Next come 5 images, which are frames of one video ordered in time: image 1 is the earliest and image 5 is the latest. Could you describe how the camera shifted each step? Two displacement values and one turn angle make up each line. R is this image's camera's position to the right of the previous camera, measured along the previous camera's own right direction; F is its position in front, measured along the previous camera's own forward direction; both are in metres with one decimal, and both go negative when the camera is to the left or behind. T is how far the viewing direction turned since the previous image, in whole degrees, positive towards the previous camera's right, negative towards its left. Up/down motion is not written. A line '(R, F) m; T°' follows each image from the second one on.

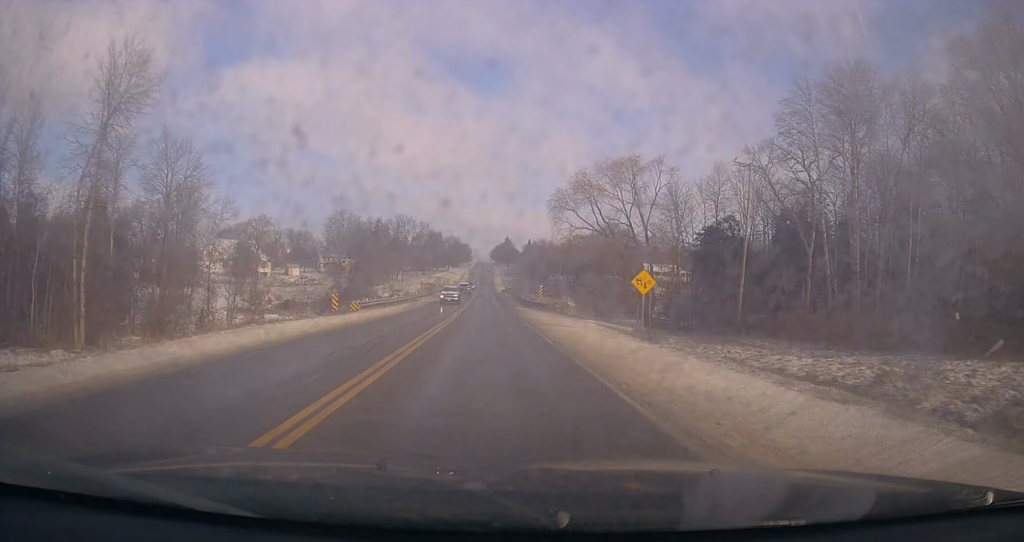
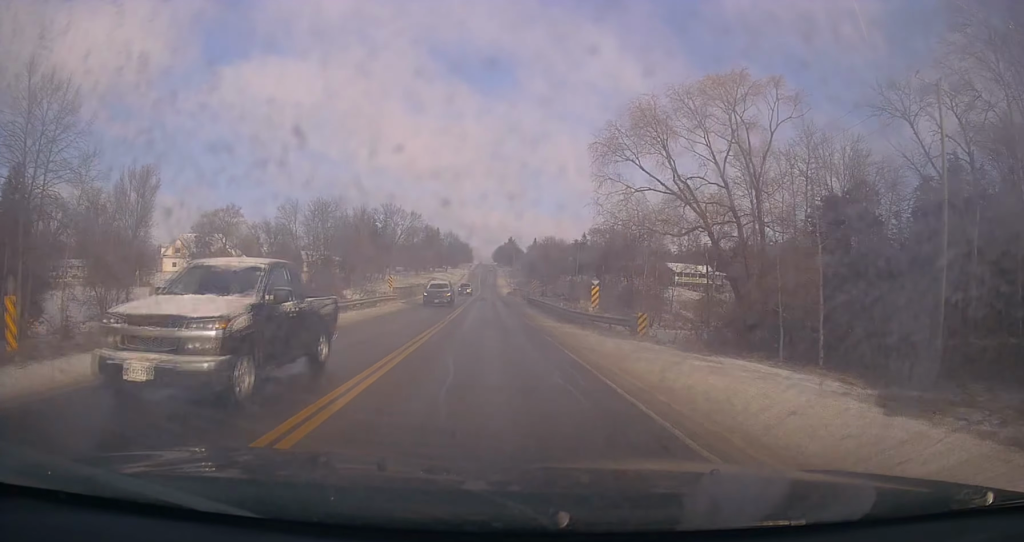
(-0.3, +24.5) m; -1°
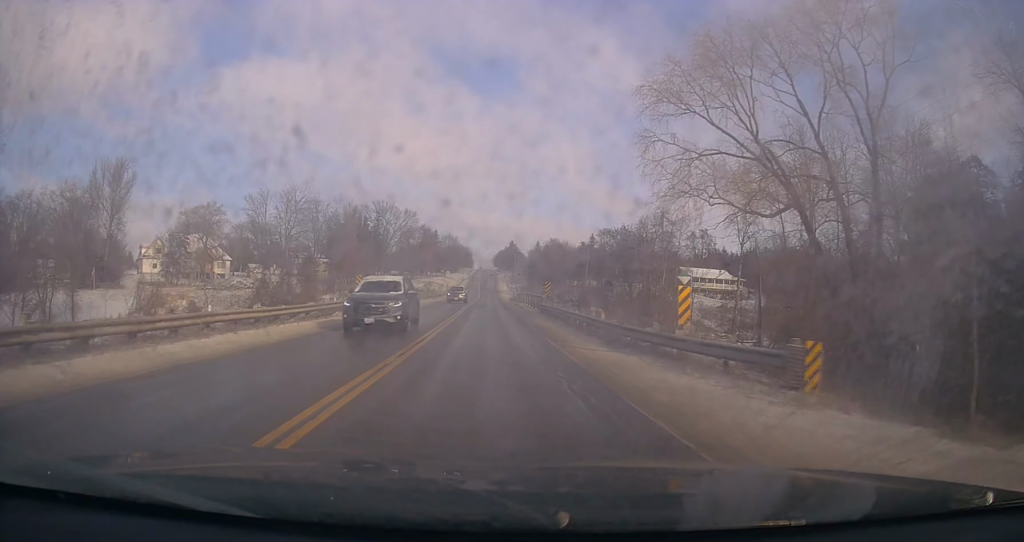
(0.0, +11.9) m; 0°
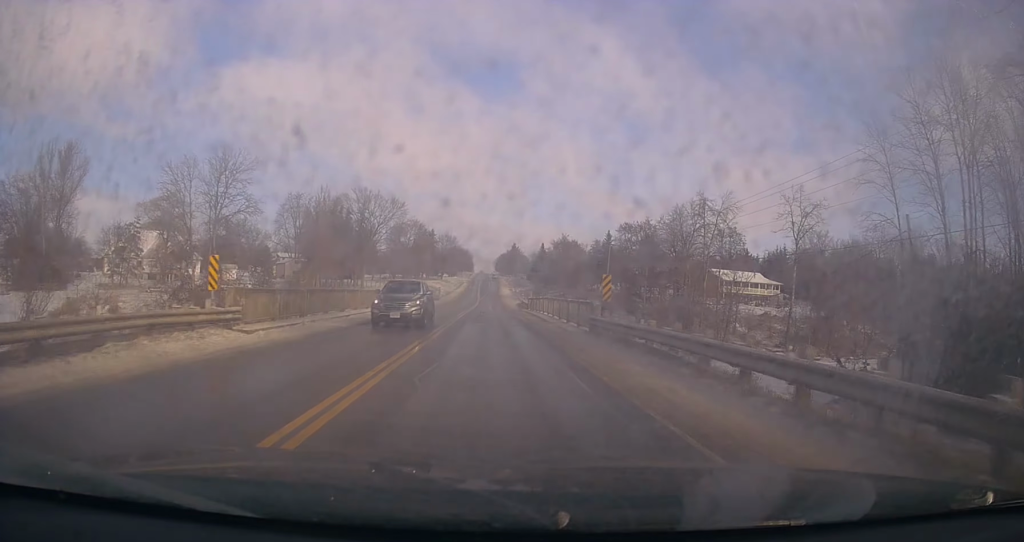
(0.0, +20.0) m; +1°
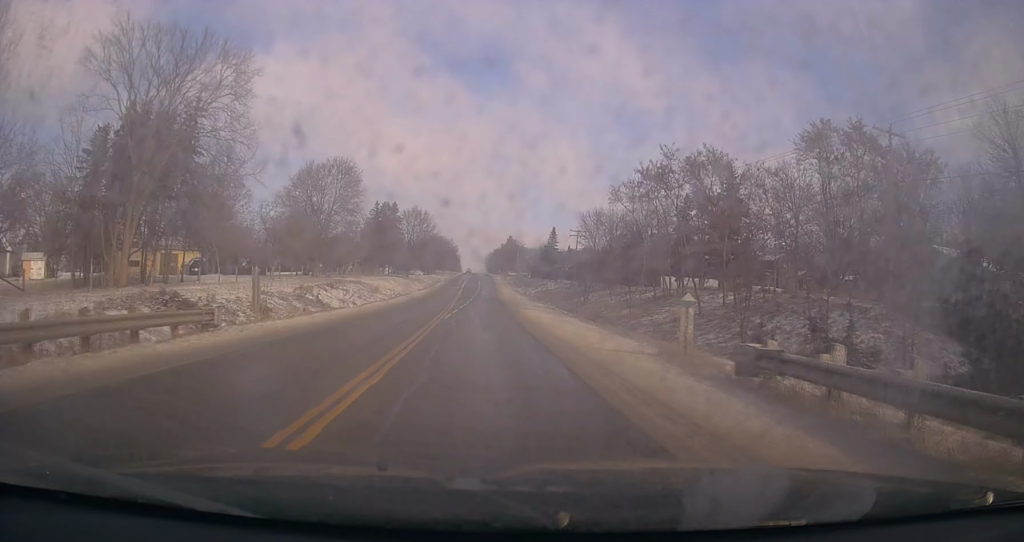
(-1.0, +71.3) m; 0°
